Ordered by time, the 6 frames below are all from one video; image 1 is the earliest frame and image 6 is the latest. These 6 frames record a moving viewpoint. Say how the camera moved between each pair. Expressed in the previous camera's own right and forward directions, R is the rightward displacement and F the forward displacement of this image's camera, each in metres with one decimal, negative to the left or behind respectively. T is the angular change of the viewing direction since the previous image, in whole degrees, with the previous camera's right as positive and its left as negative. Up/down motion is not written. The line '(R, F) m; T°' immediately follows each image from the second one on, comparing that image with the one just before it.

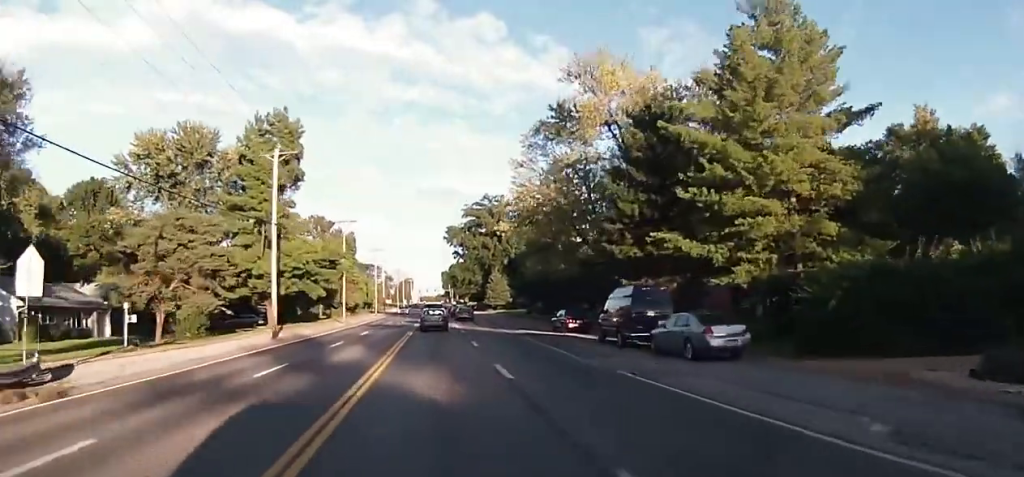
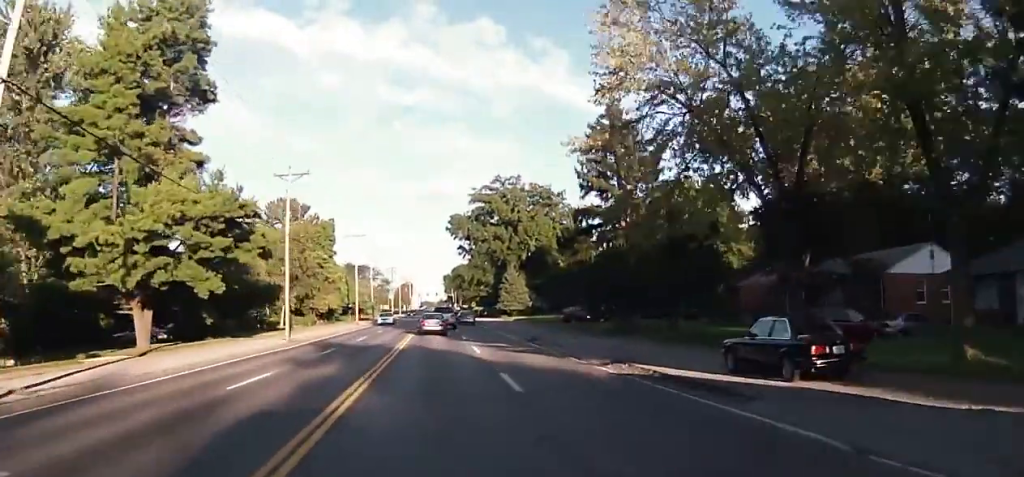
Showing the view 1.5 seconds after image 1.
(+0.2, +26.2) m; -1°
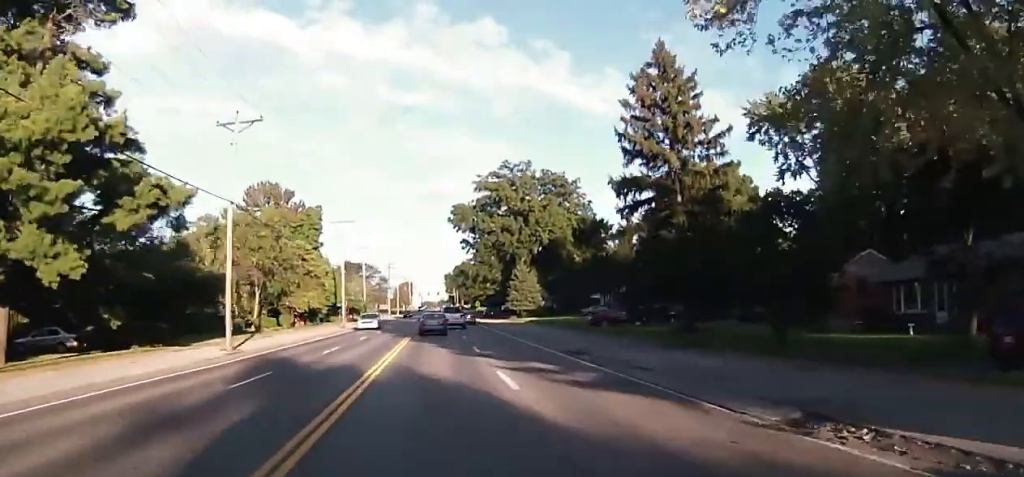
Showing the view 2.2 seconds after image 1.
(-0.1, +12.0) m; 0°
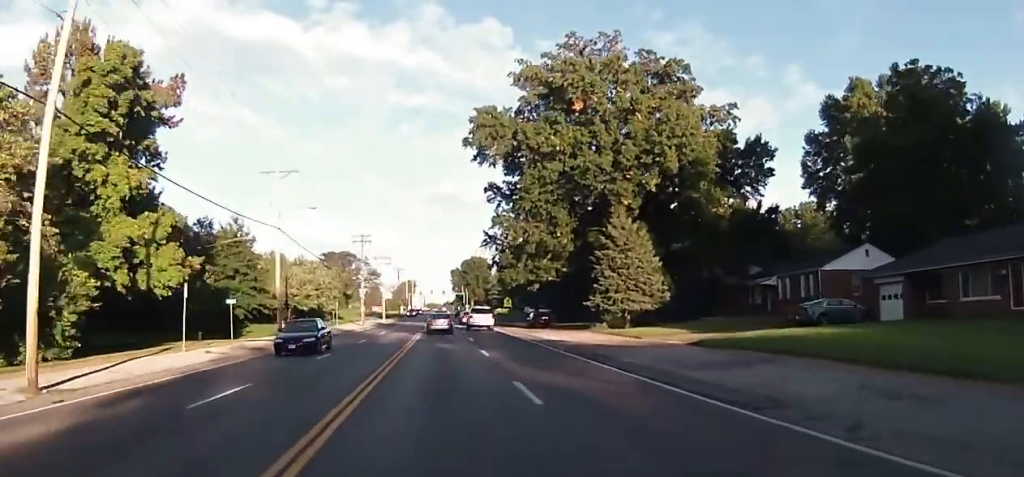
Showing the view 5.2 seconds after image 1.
(+1.1, +52.3) m; +2°
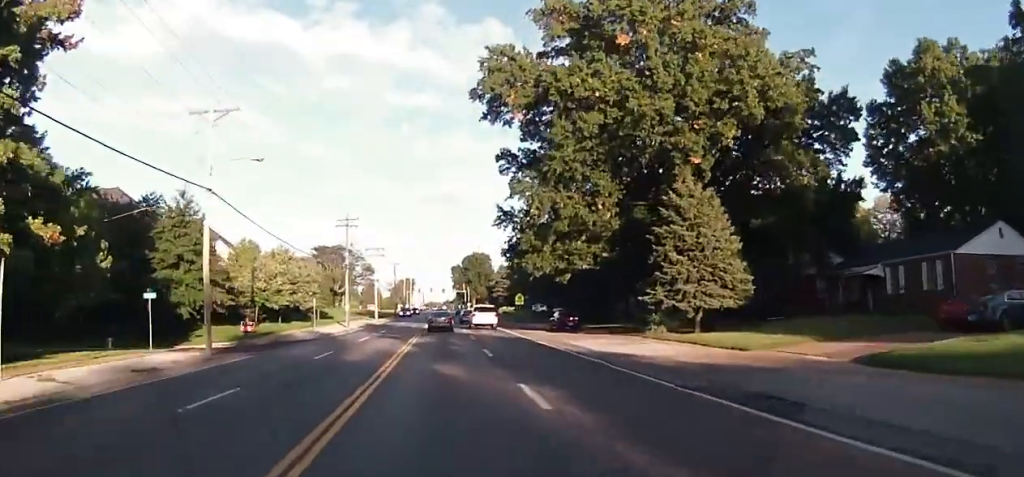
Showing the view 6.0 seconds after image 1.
(0.0, +12.9) m; 0°
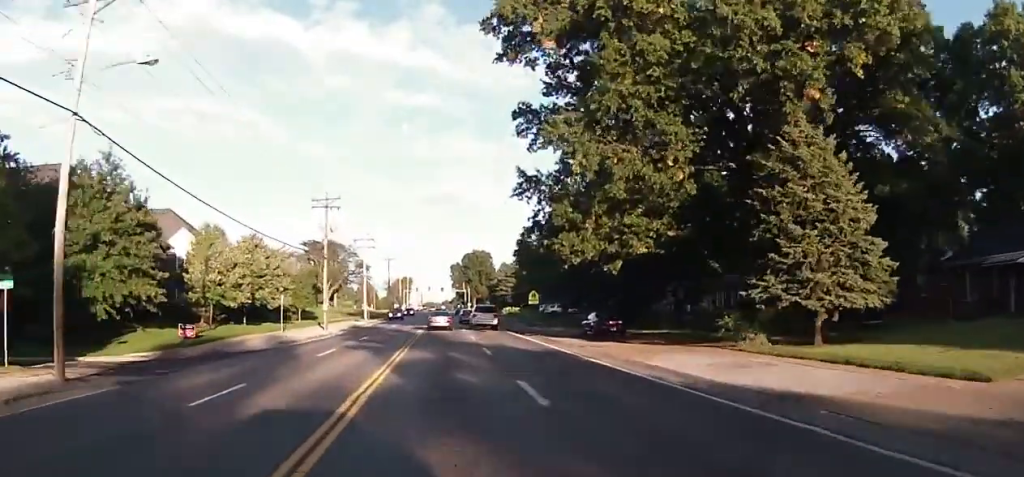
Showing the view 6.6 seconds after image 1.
(0.0, +11.7) m; 0°
